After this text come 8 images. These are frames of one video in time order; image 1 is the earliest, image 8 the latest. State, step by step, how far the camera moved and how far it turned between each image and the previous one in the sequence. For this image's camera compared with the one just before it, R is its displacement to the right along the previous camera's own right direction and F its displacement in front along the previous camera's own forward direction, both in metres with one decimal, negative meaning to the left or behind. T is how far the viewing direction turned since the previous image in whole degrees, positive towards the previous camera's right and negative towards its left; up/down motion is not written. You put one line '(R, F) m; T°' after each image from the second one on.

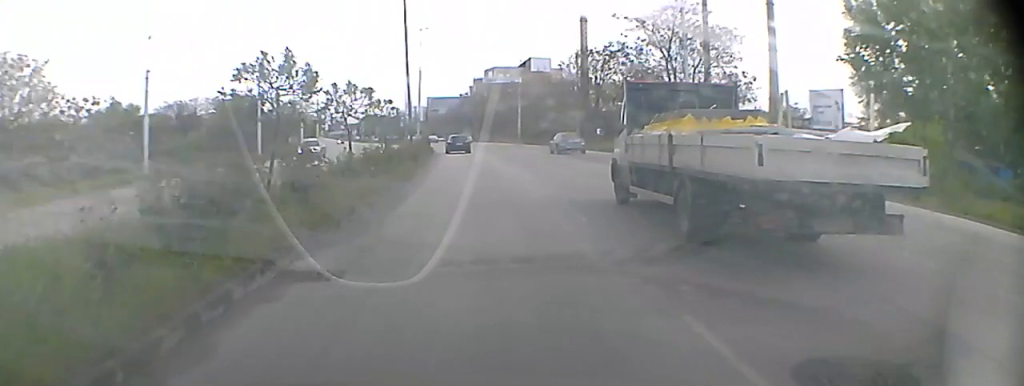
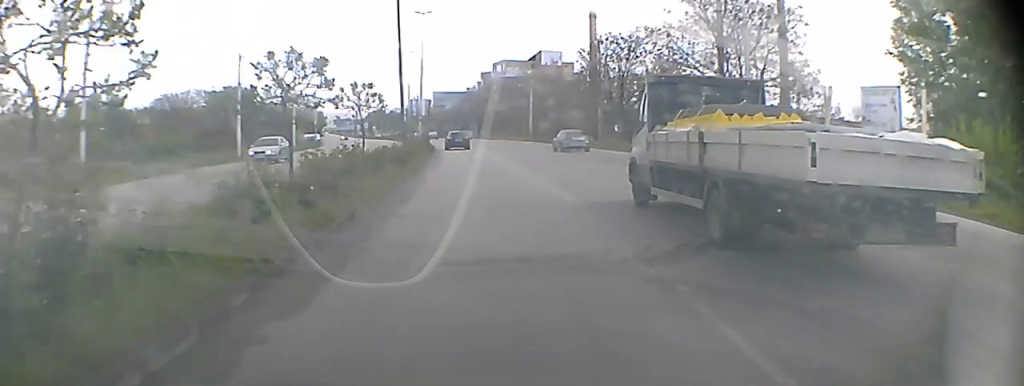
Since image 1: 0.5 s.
(0.0, +7.6) m; 0°
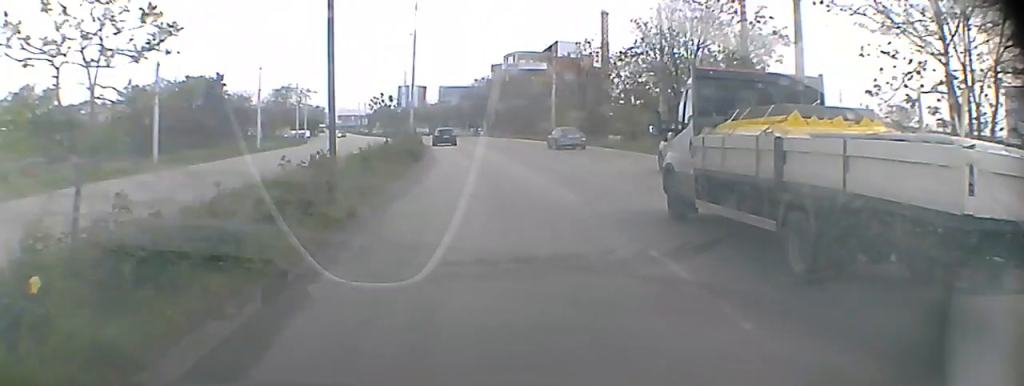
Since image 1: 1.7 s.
(-0.1, +18.2) m; -1°
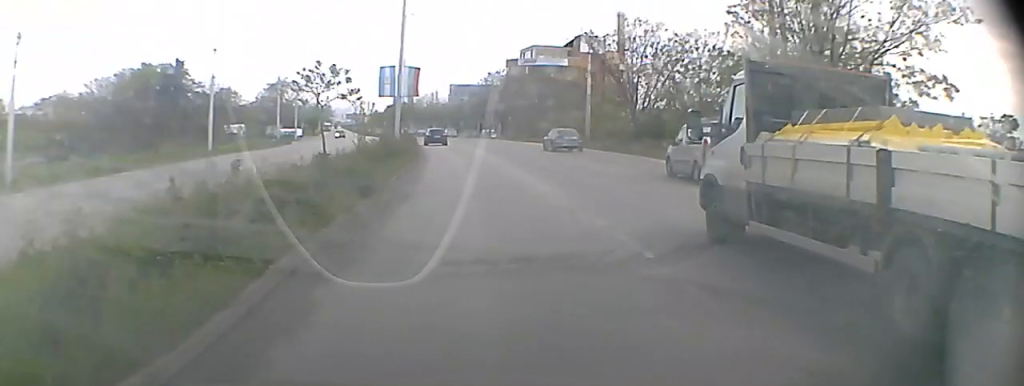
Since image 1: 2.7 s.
(-0.2, +15.2) m; -1°
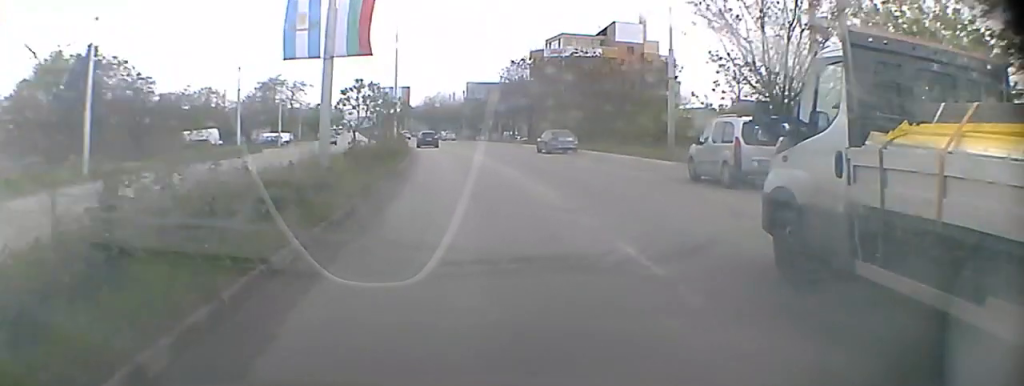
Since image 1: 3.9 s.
(-0.1, +18.3) m; -1°
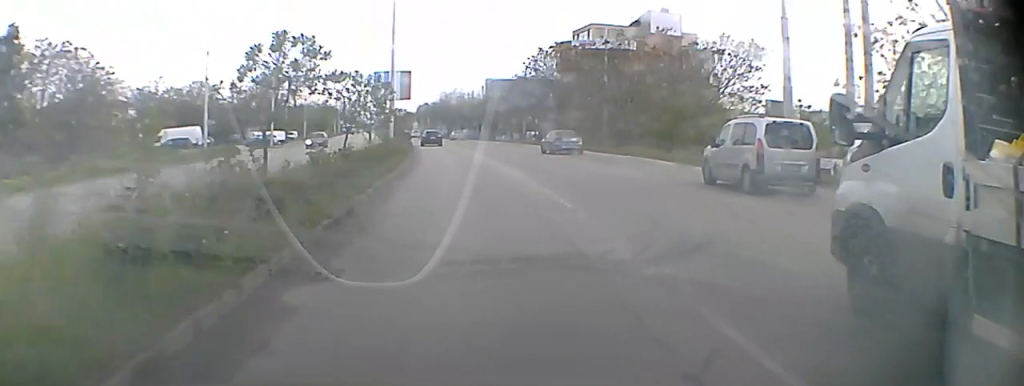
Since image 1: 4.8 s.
(-0.2, +13.7) m; -1°
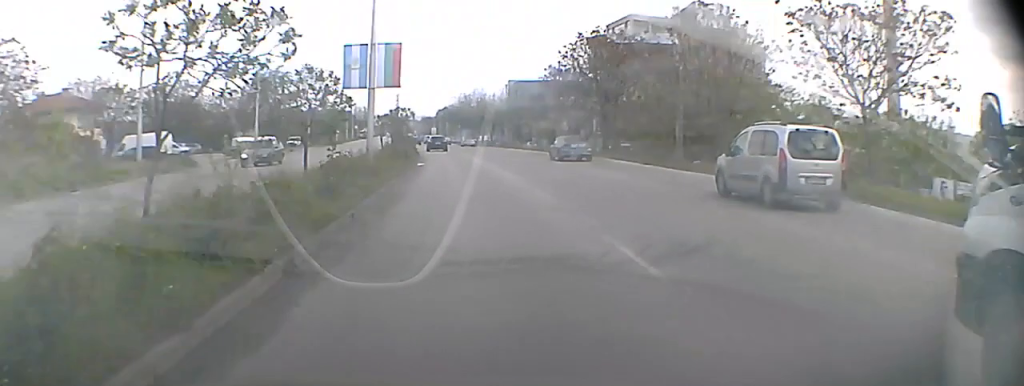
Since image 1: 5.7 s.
(-0.1, +13.7) m; -1°
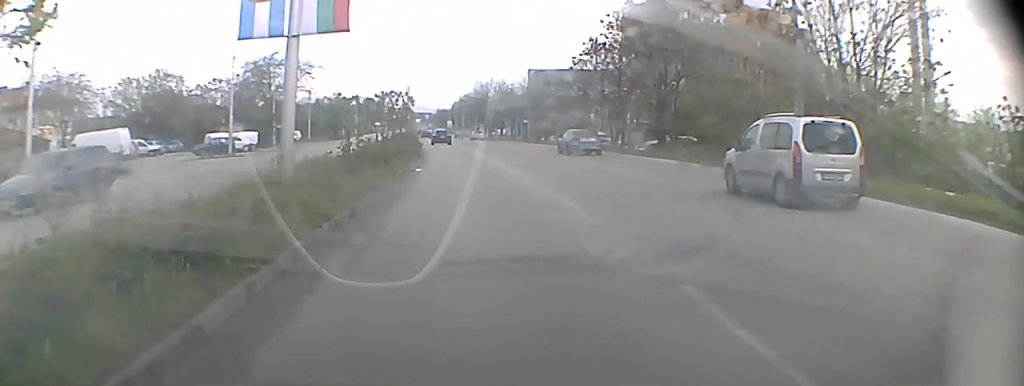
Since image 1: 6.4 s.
(-0.2, +12.2) m; -2°
